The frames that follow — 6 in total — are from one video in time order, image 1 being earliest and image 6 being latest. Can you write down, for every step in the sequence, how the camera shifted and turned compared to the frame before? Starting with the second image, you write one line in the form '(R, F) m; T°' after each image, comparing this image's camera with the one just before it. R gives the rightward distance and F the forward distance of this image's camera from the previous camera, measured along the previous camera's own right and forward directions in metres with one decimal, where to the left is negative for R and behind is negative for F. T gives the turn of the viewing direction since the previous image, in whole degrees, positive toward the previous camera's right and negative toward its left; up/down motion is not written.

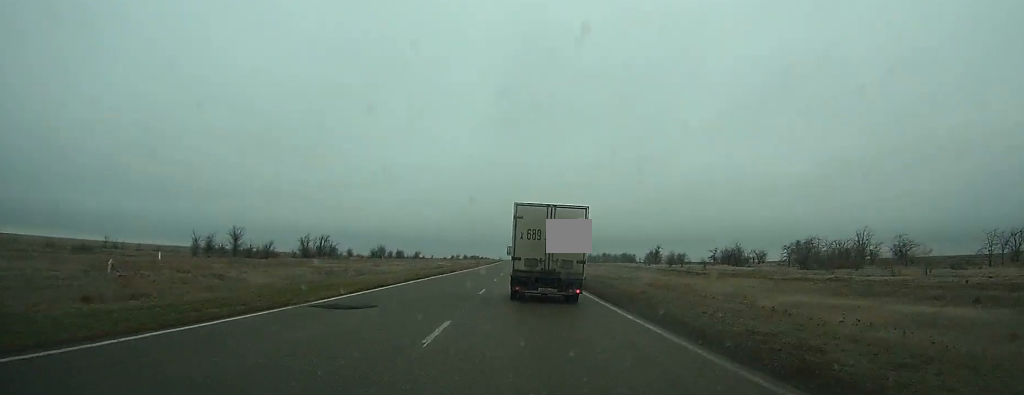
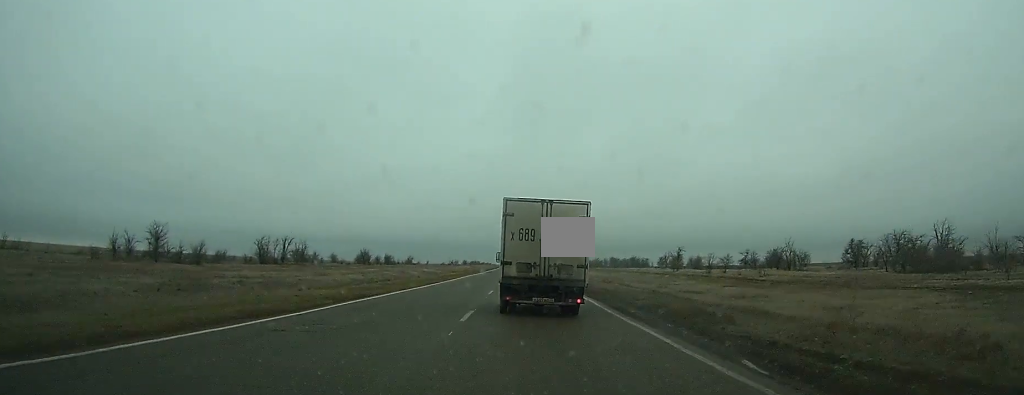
(-0.1, +31.6) m; -1°
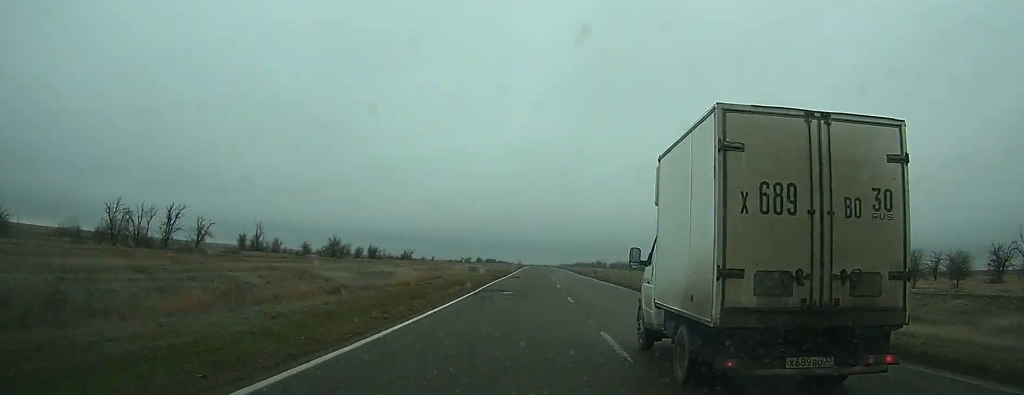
(-0.9, +62.6) m; -1°
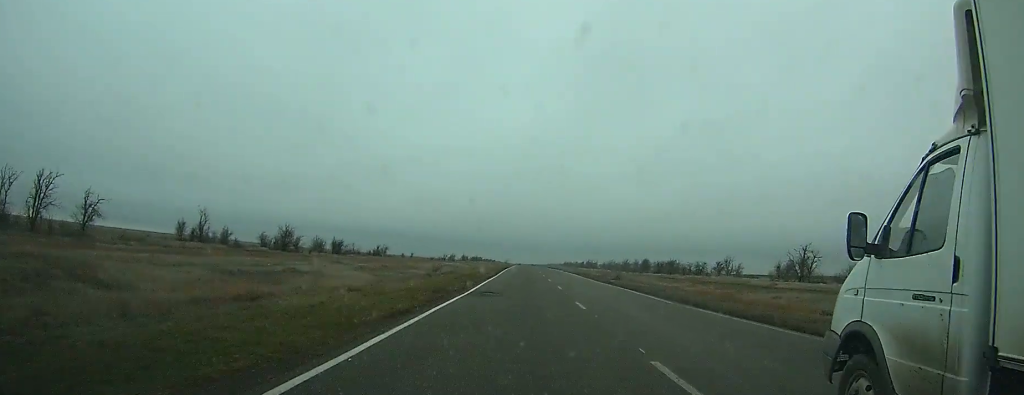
(0.0, +27.6) m; +1°
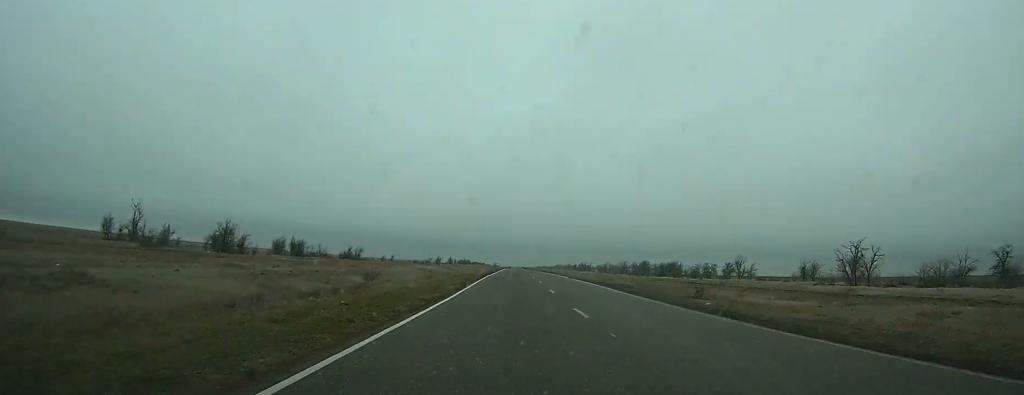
(+0.4, +26.2) m; +1°
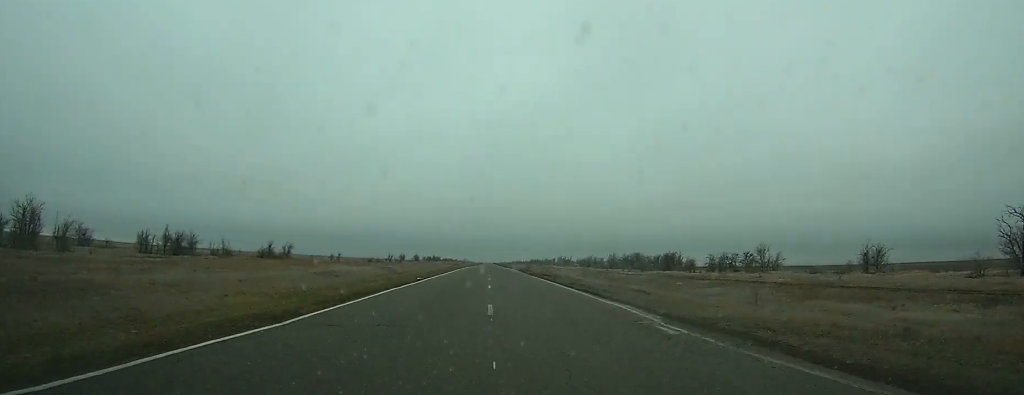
(+0.8, +50.5) m; +1°
